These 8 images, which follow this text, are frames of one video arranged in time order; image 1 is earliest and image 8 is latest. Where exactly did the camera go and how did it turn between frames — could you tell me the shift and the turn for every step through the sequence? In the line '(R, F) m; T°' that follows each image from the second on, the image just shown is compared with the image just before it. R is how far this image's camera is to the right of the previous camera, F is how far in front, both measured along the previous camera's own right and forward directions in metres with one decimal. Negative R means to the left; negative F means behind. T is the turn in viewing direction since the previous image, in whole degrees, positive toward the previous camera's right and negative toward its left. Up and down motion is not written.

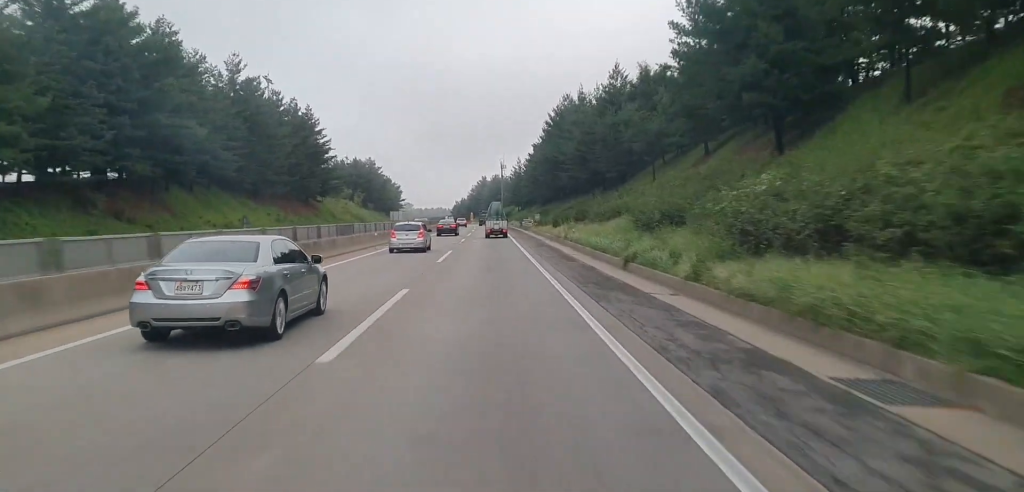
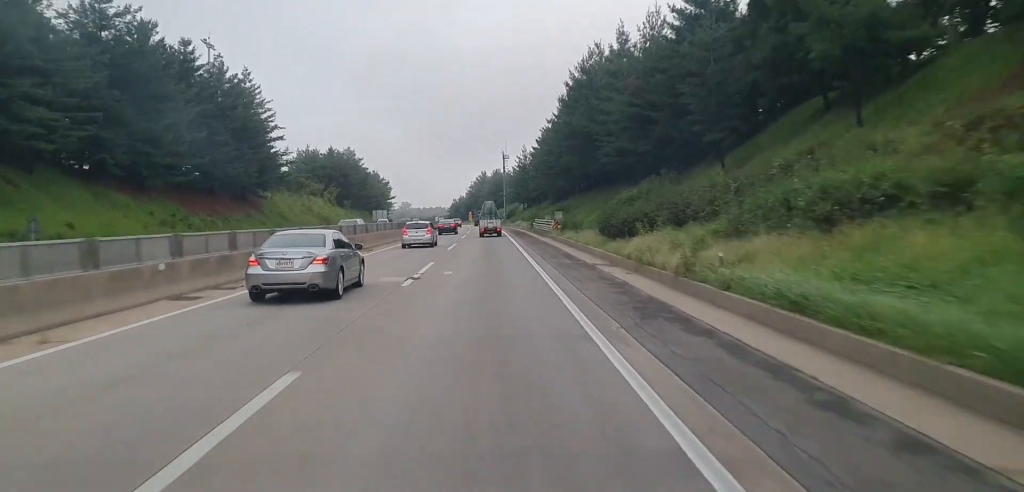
(-0.1, +30.9) m; 0°
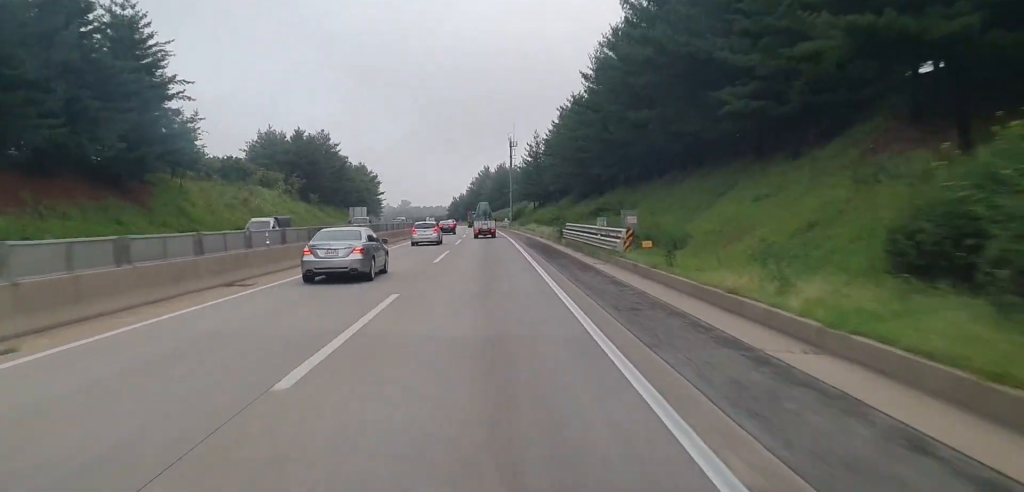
(0.0, +31.2) m; 0°
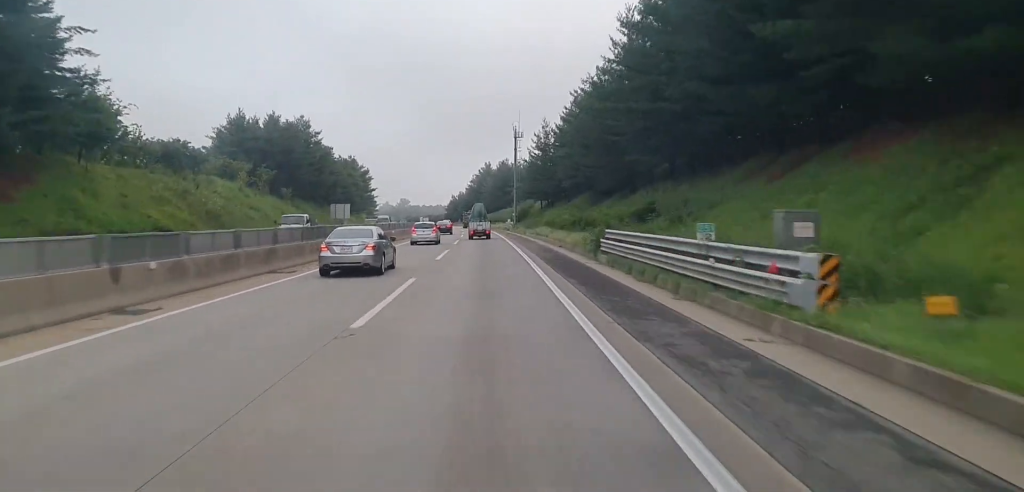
(0.0, +17.0) m; 0°
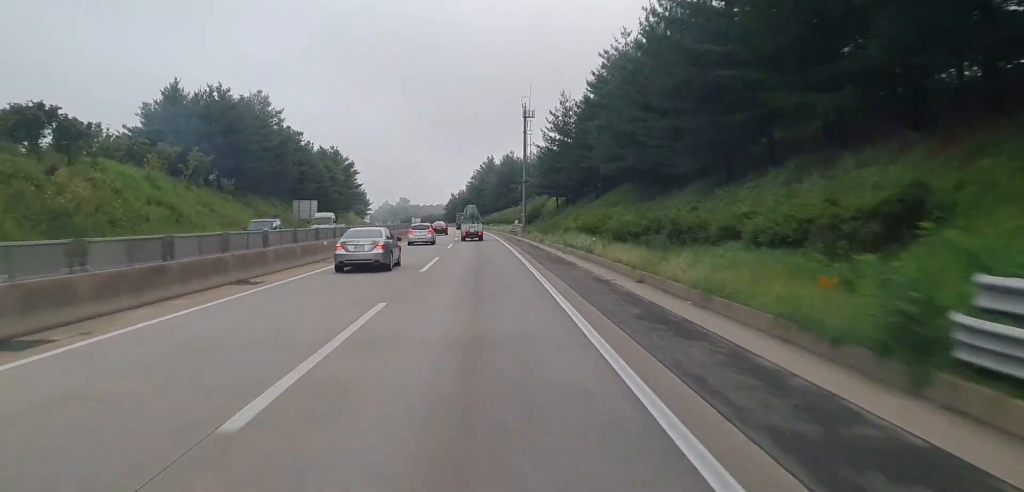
(-0.2, +25.0) m; -1°
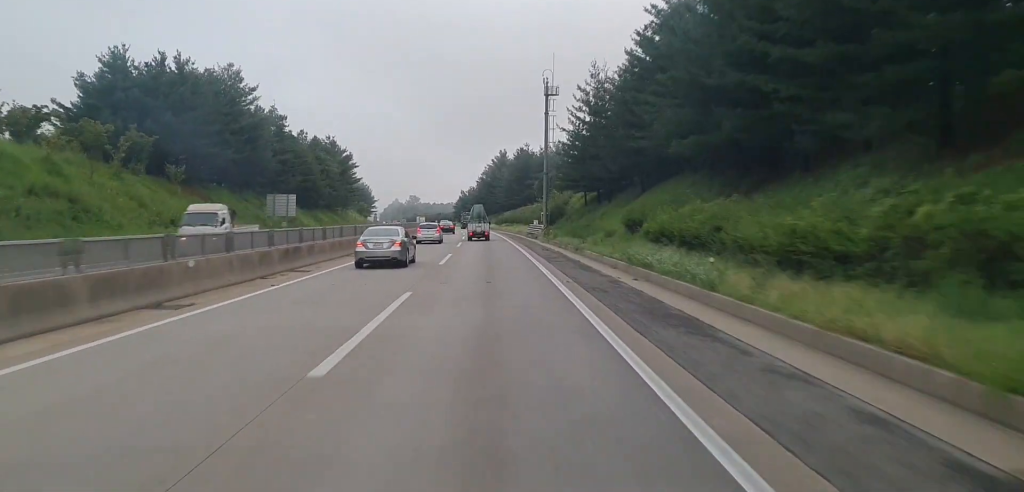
(-0.1, +16.9) m; 0°
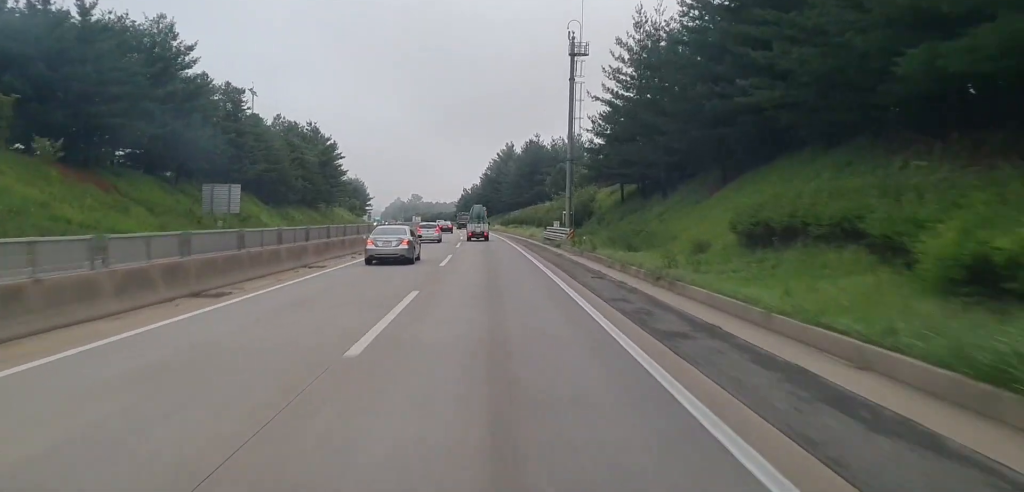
(0.0, +19.6) m; 0°
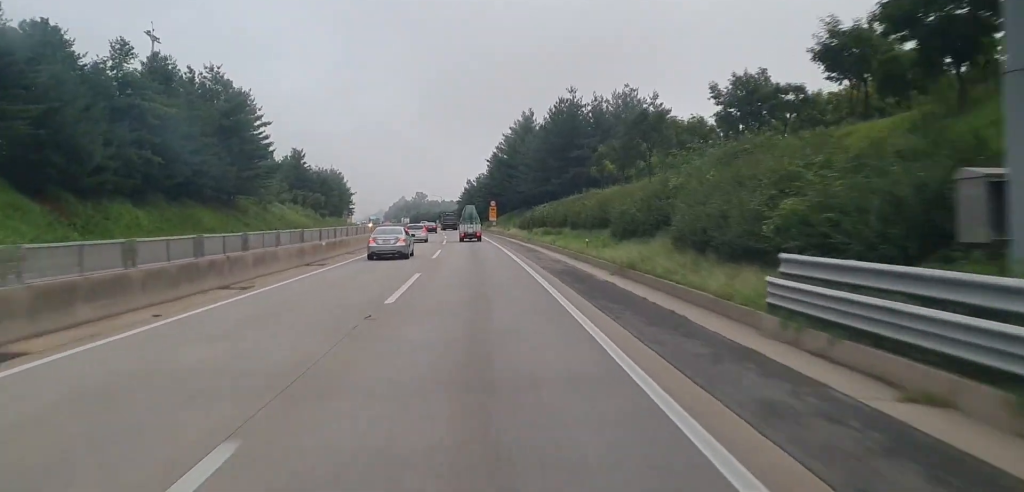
(-0.7, +50.3) m; -2°
